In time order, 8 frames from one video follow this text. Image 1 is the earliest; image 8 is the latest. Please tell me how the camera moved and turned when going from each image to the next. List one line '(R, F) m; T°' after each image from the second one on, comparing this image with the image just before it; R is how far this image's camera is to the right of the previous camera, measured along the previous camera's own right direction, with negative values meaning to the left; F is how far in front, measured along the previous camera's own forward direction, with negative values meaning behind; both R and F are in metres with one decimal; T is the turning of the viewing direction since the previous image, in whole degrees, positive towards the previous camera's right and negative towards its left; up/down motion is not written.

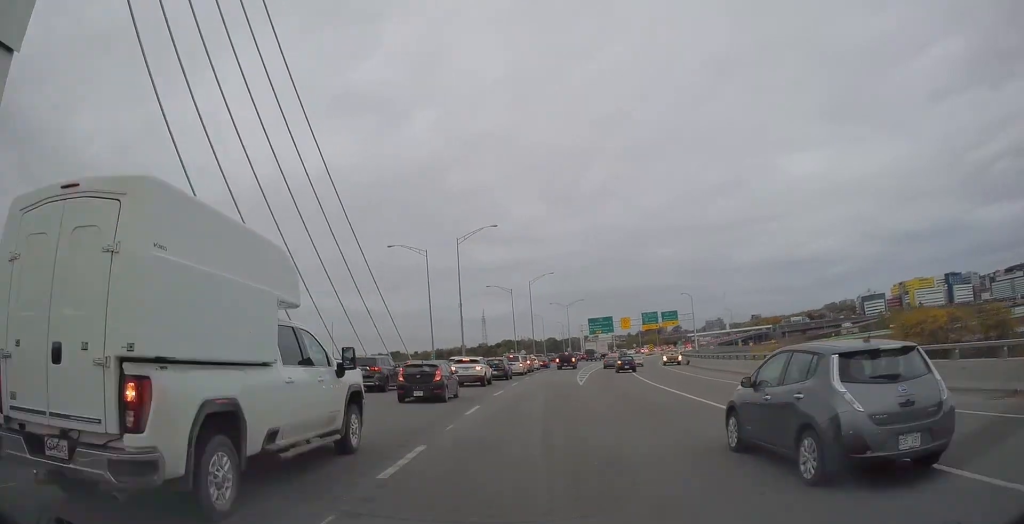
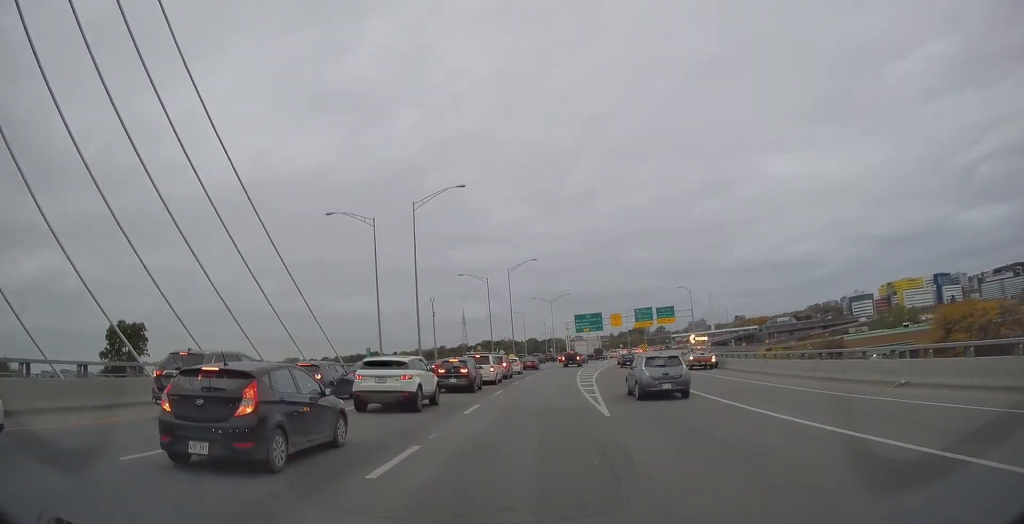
(+0.3, +15.7) m; +2°
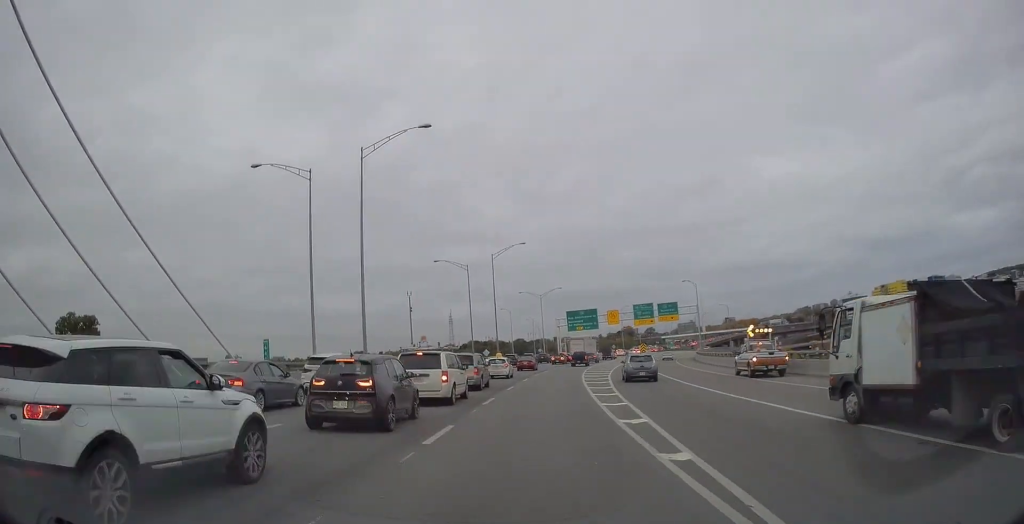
(+0.4, +12.7) m; +1°
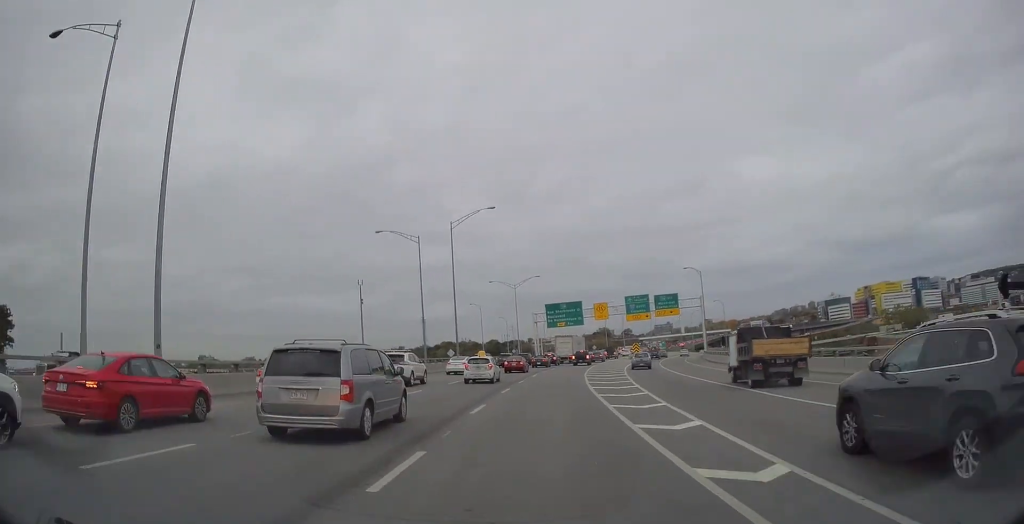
(+0.2, +18.7) m; +1°
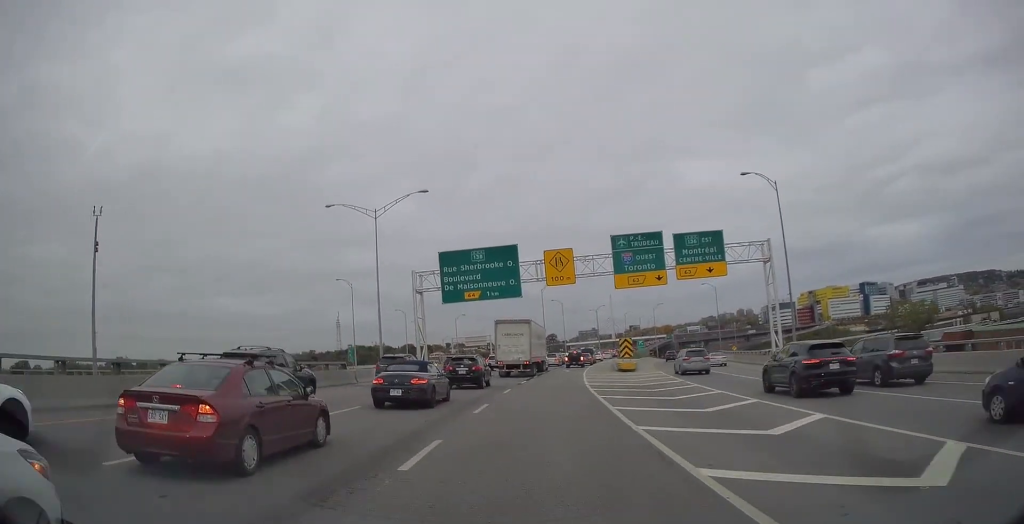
(+3.4, +61.4) m; +8°
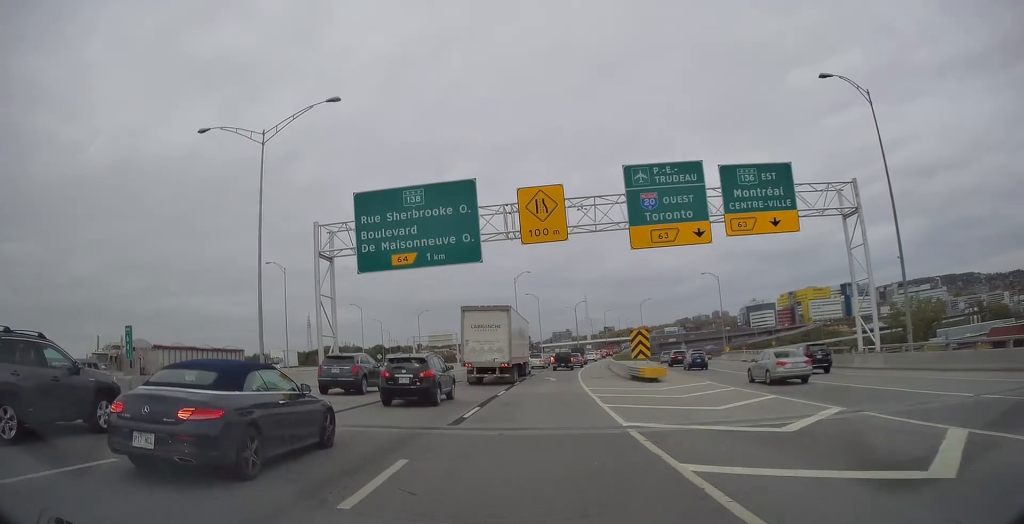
(+0.8, +17.9) m; +1°
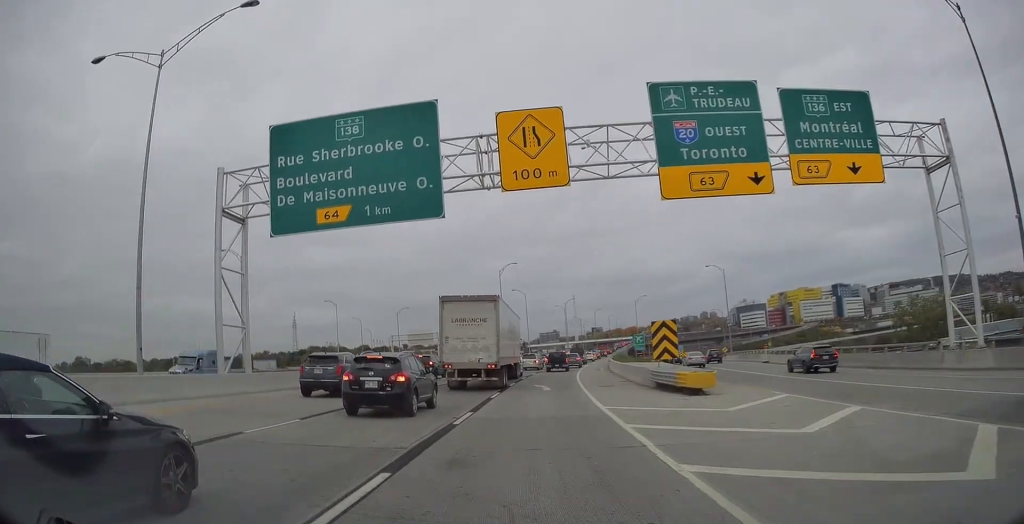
(-0.3, +9.8) m; +1°
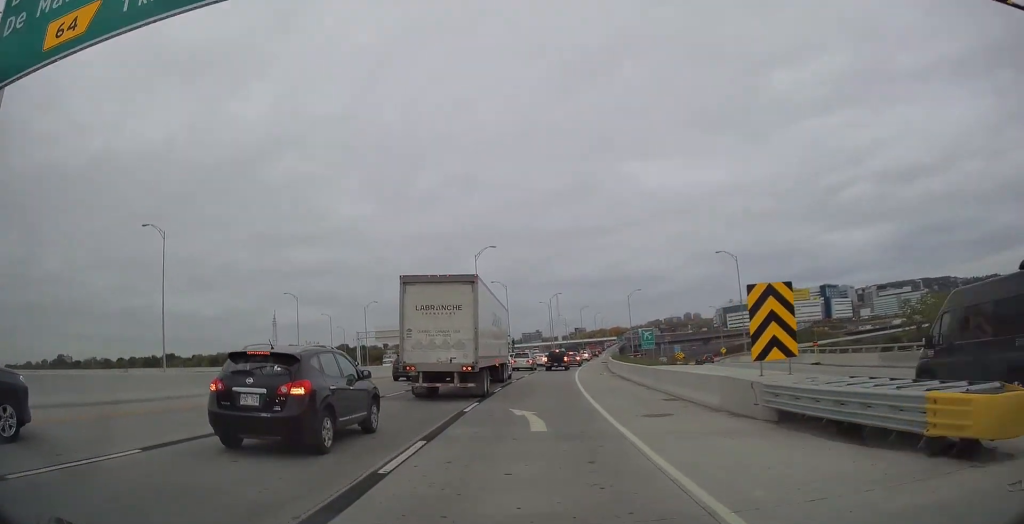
(+0.5, +13.9) m; +4°
